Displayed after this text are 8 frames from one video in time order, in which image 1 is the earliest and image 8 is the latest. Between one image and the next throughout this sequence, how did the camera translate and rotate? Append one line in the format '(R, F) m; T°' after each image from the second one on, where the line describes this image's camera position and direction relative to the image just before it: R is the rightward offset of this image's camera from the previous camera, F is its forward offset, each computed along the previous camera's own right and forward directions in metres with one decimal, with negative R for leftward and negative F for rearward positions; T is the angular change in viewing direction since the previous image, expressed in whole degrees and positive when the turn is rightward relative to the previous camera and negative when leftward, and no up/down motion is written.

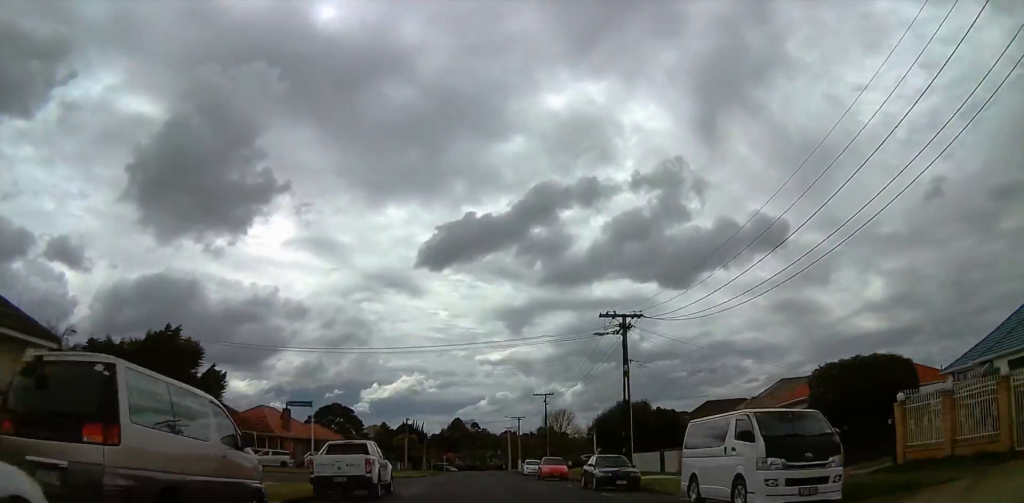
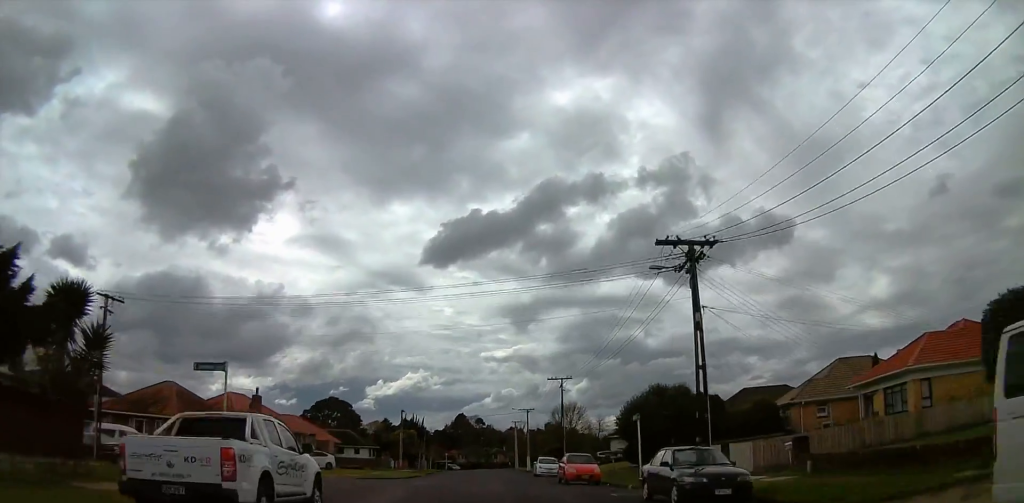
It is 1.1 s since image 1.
(+0.3, +10.0) m; -1°
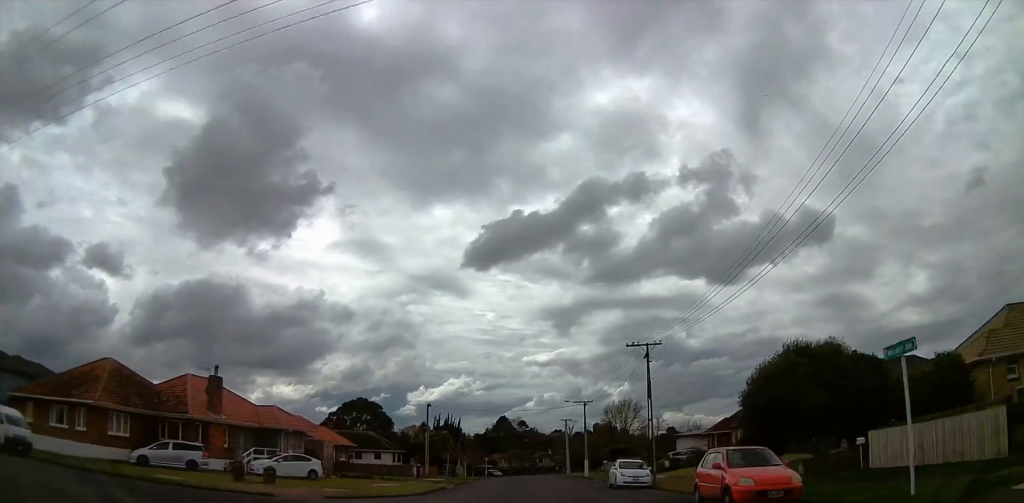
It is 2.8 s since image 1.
(-1.3, +16.4) m; -9°
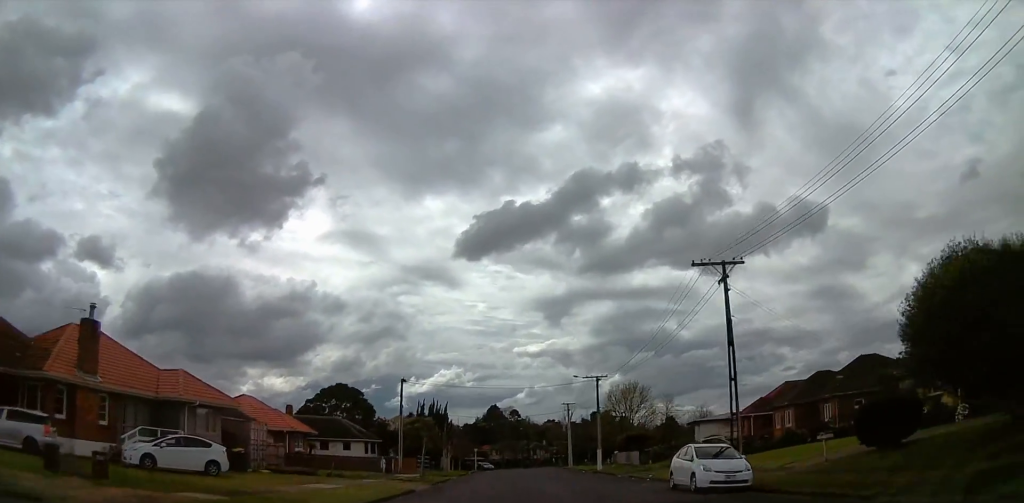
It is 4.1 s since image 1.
(-0.9, +13.8) m; -1°
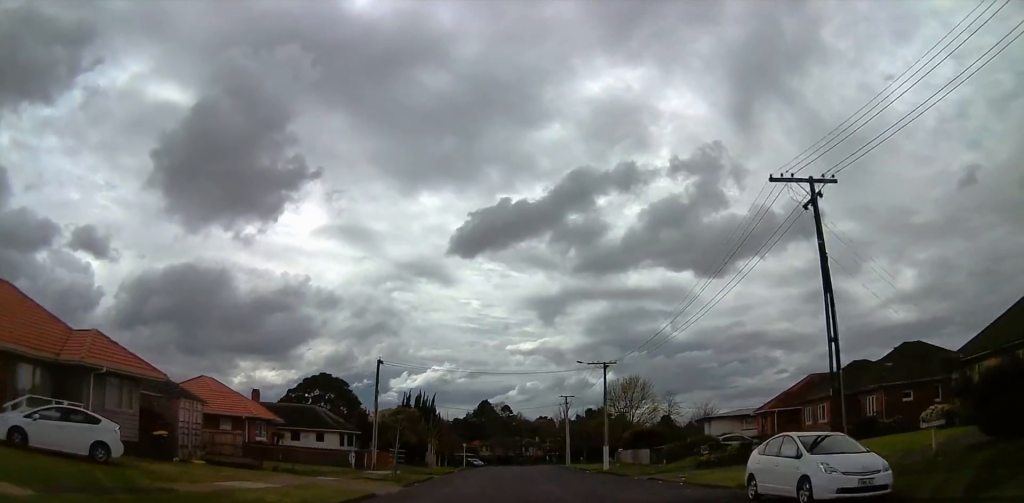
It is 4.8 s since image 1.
(+0.3, +7.5) m; +4°
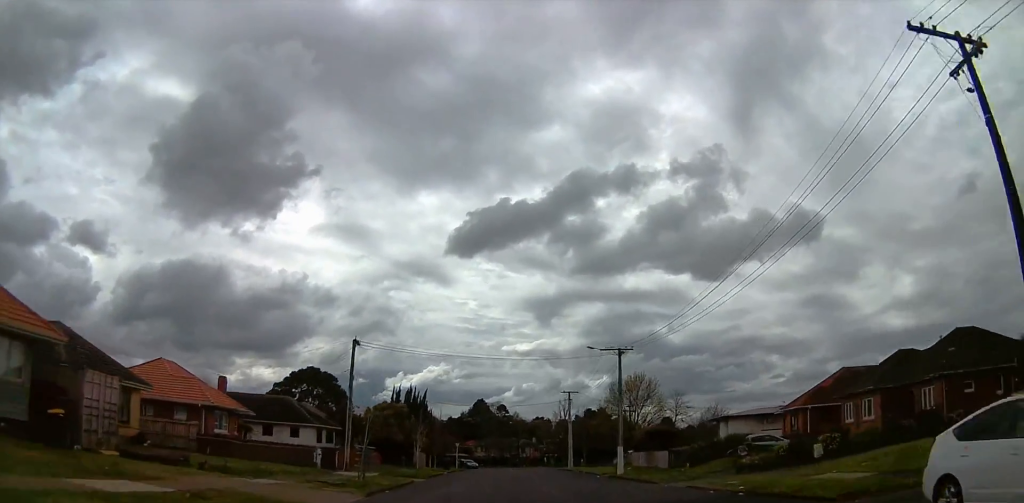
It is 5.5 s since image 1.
(+0.5, +7.1) m; +5°
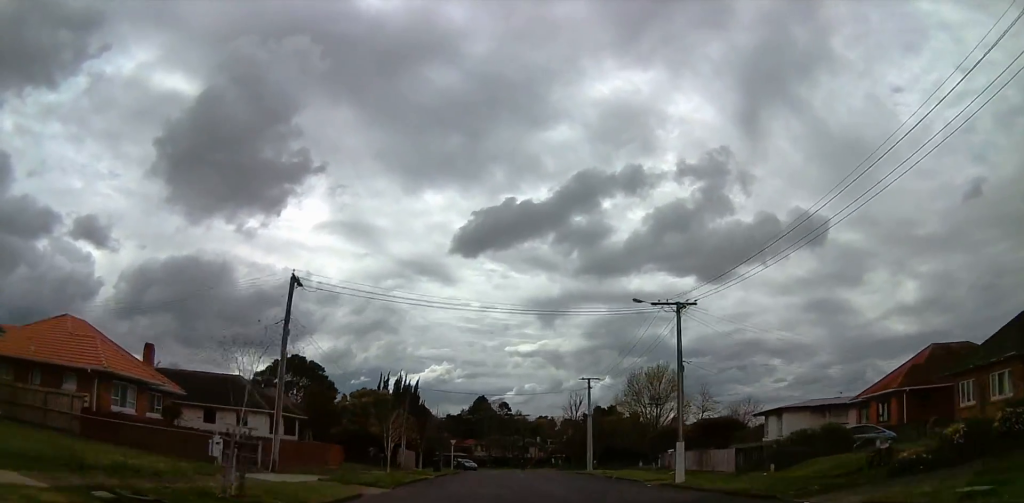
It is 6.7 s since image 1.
(+0.3, +12.7) m; +3°
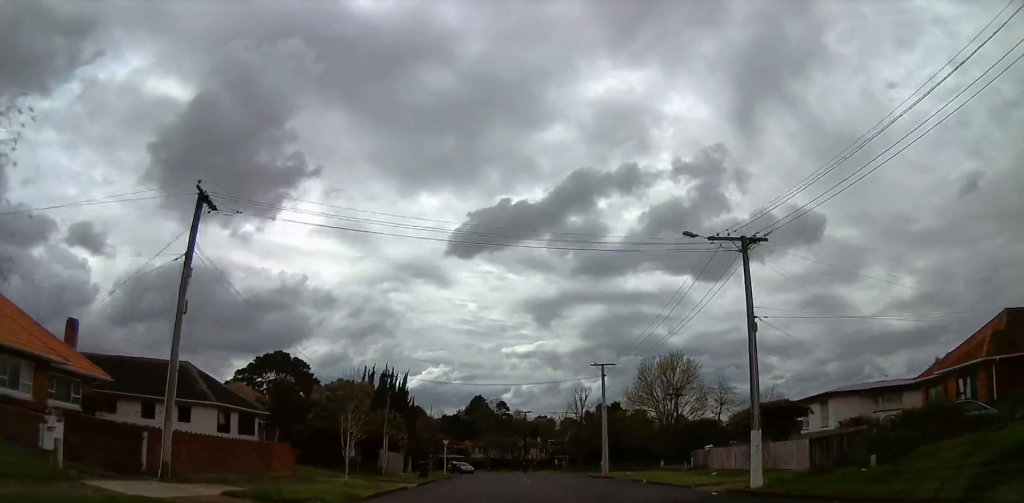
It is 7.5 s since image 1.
(+0.3, +8.4) m; 0°
